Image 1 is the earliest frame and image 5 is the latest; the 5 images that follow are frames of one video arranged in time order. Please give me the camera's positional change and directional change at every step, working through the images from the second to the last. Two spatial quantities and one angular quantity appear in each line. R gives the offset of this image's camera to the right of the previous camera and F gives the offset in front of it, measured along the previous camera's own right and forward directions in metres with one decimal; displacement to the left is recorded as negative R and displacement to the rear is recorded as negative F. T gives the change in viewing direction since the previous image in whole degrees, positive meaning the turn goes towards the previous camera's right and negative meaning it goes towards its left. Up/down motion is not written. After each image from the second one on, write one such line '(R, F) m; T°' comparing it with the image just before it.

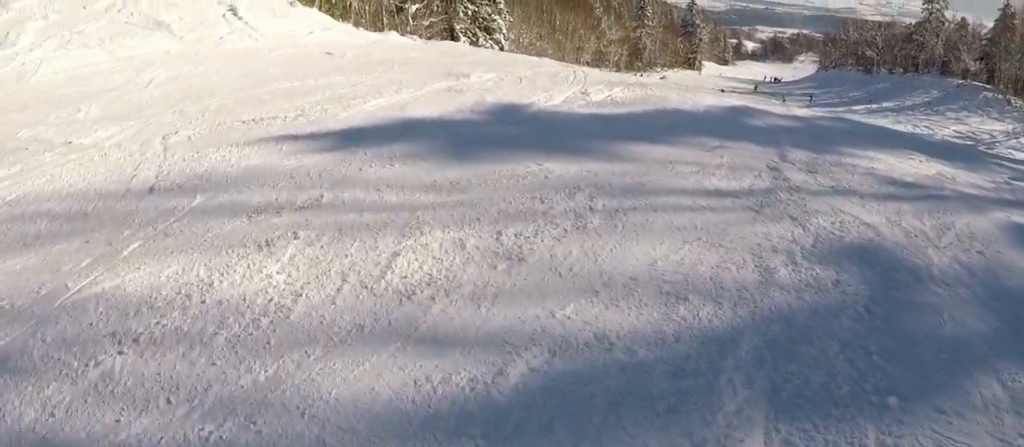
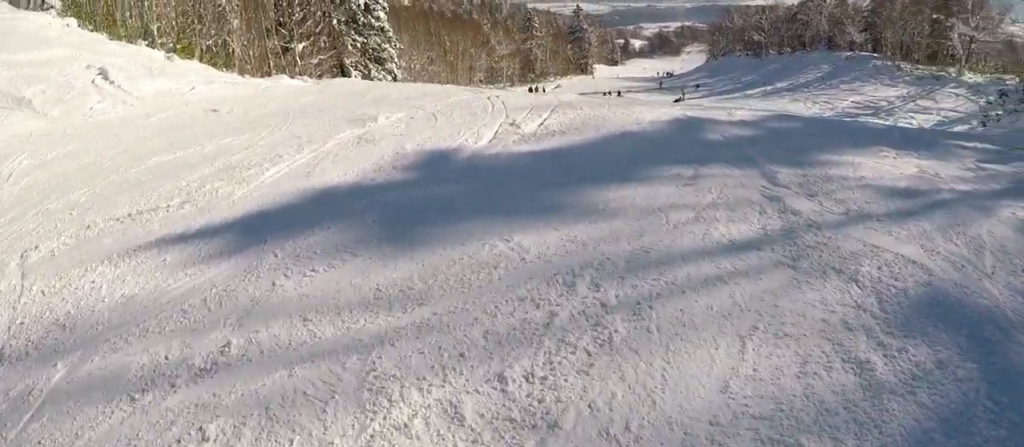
(+0.1, +1.4) m; +15°
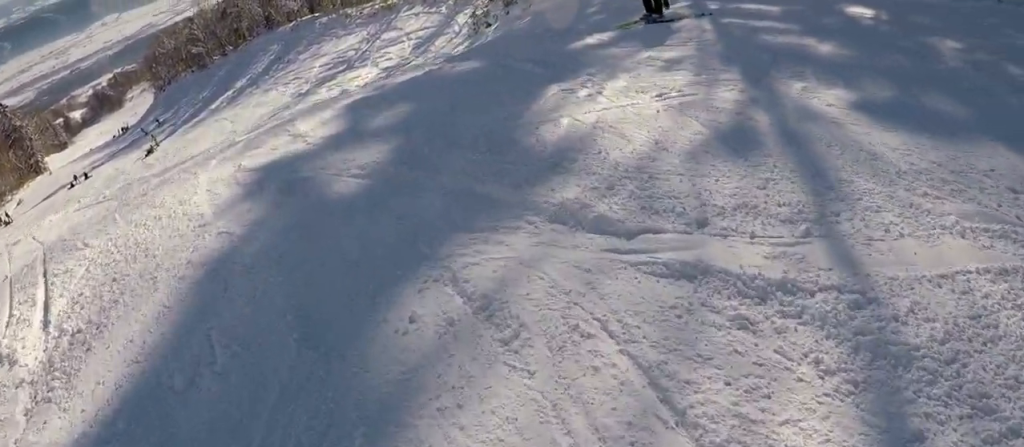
(+1.7, +3.6) m; +24°
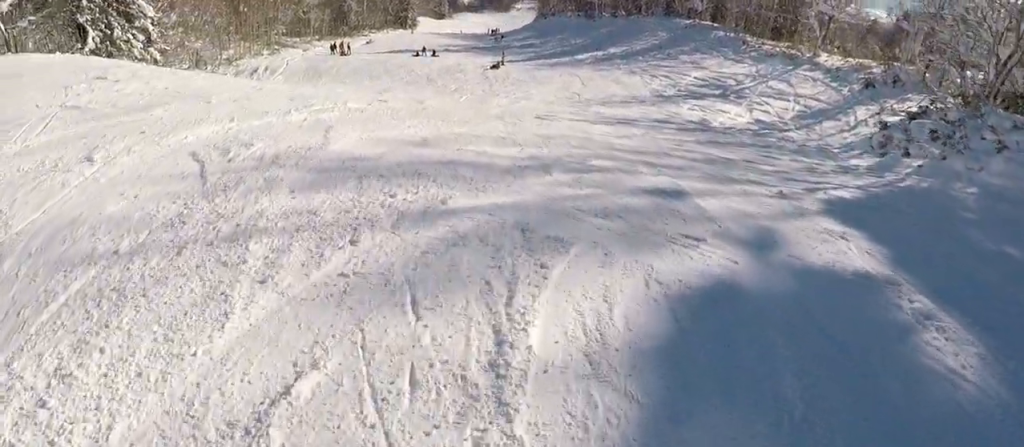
(-2.1, +5.5) m; -13°
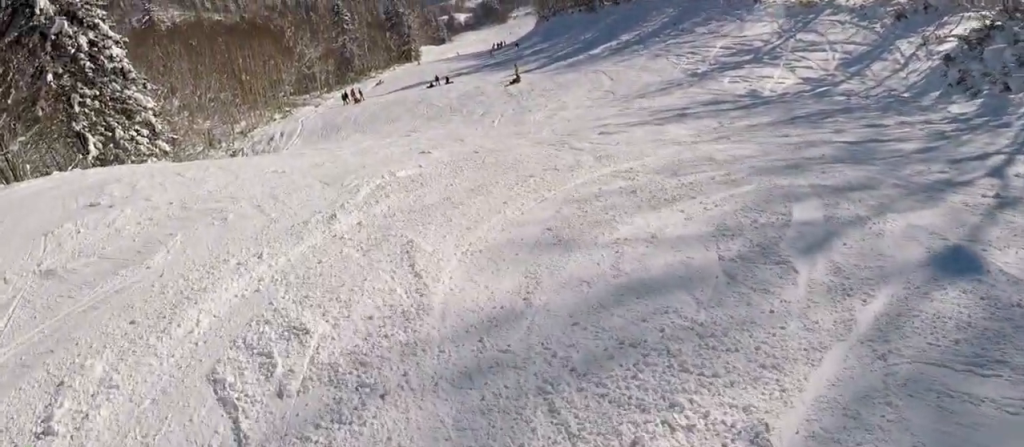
(+0.6, +2.8) m; +17°
